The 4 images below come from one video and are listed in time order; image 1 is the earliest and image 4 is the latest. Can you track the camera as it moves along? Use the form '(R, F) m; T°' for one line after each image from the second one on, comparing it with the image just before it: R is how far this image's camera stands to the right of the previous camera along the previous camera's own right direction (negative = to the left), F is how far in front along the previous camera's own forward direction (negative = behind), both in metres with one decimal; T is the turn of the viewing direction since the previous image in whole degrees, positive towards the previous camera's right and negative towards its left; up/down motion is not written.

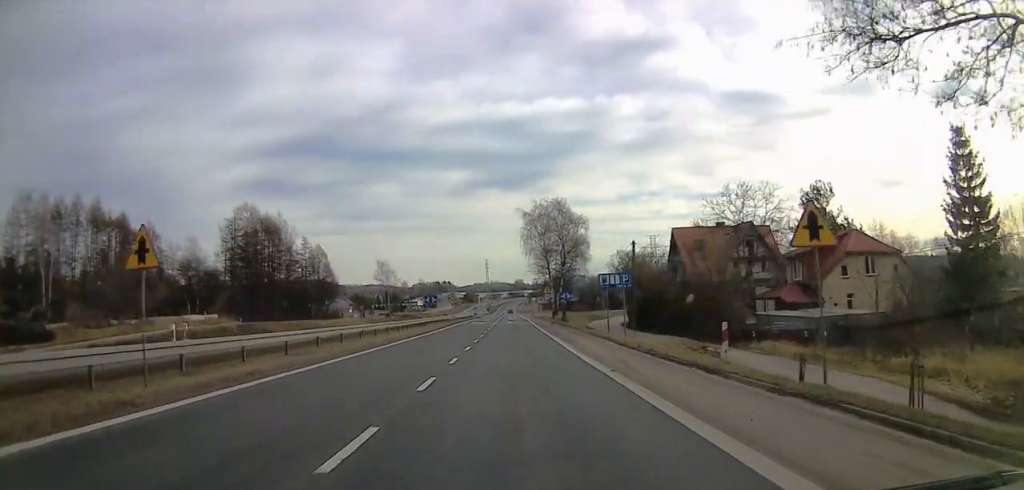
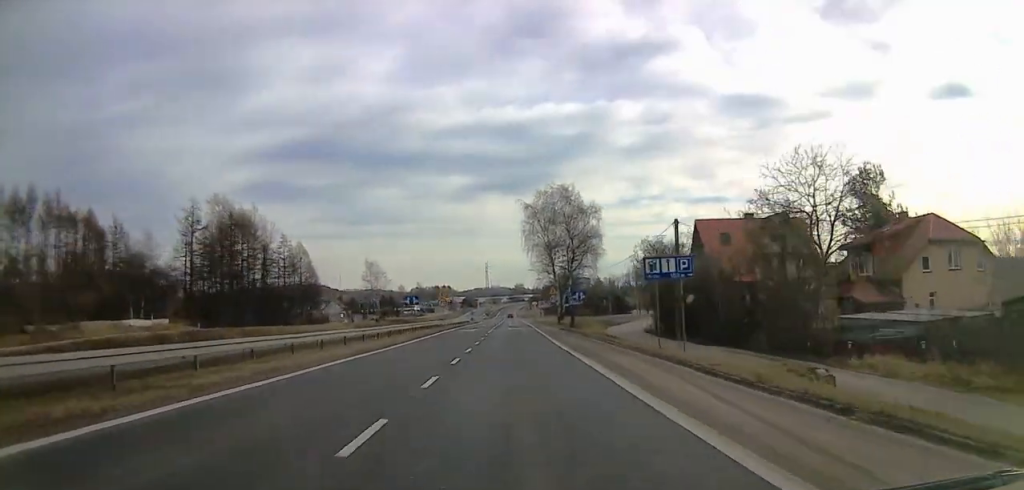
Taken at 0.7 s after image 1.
(0.0, +11.1) m; 0°
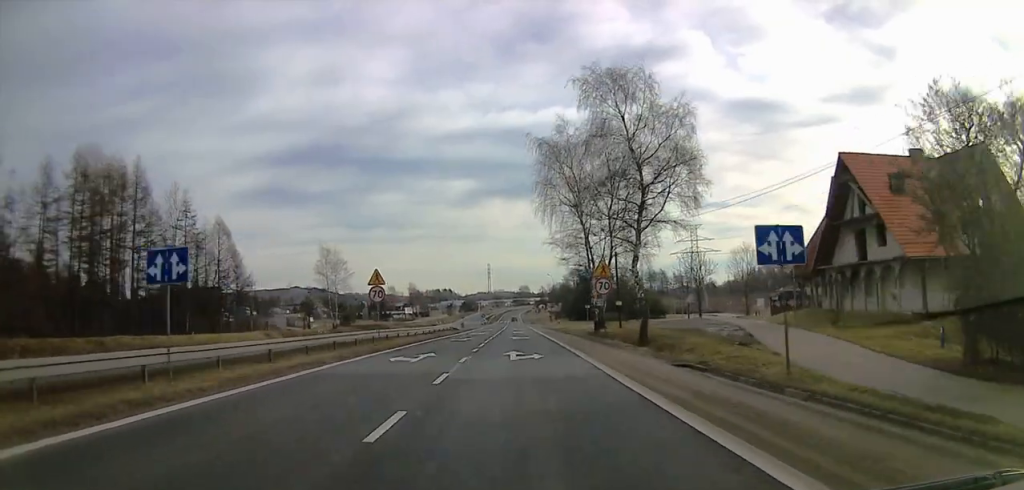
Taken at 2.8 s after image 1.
(0.0, +35.0) m; 0°
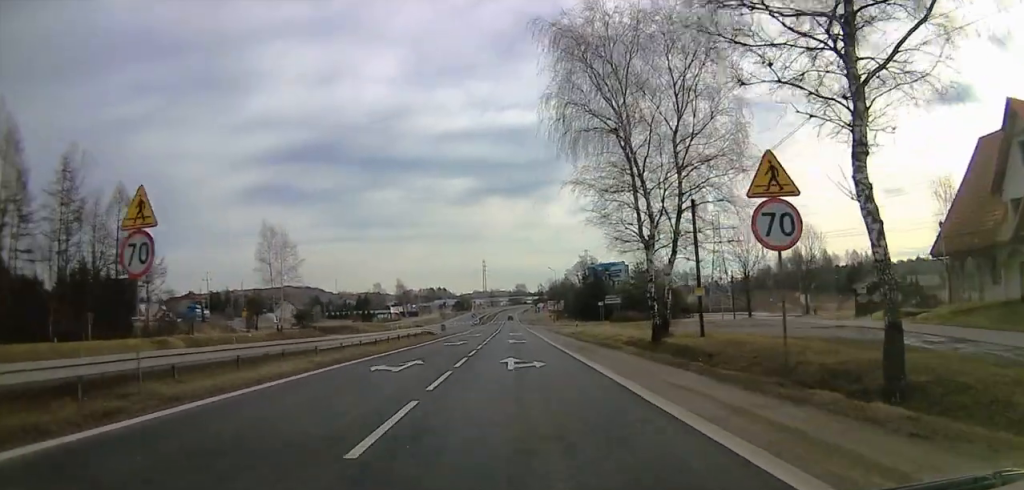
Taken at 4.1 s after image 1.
(0.0, +22.7) m; 0°
